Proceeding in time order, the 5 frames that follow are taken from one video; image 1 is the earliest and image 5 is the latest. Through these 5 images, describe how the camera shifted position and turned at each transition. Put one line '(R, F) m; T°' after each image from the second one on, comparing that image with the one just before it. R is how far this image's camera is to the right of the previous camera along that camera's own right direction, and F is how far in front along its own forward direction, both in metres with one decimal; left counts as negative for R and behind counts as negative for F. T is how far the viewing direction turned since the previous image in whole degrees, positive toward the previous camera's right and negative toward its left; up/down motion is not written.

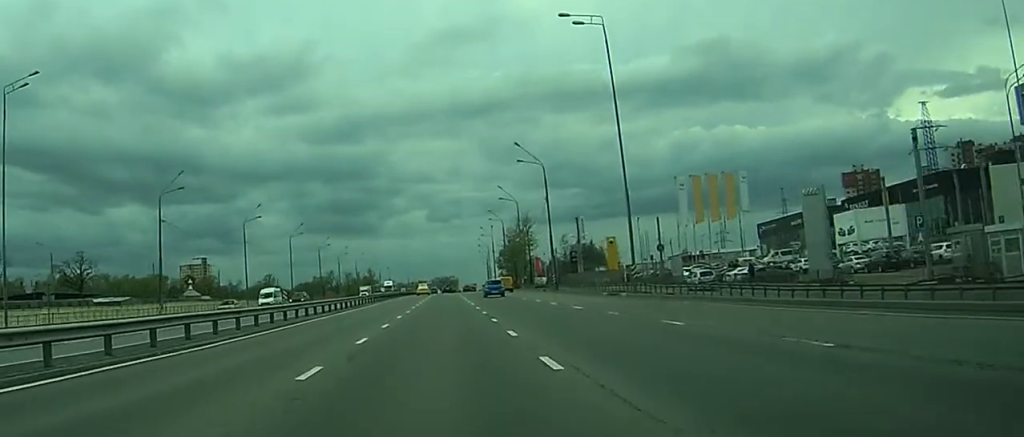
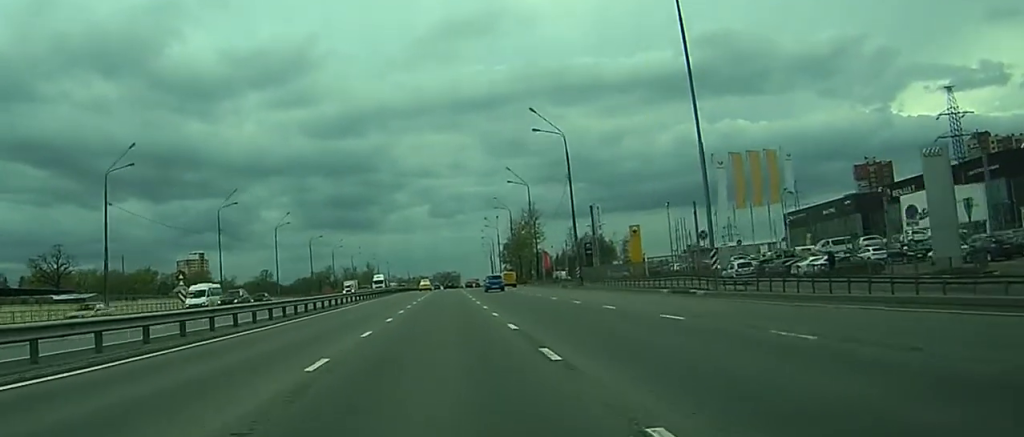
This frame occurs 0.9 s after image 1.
(0.0, +16.1) m; 0°
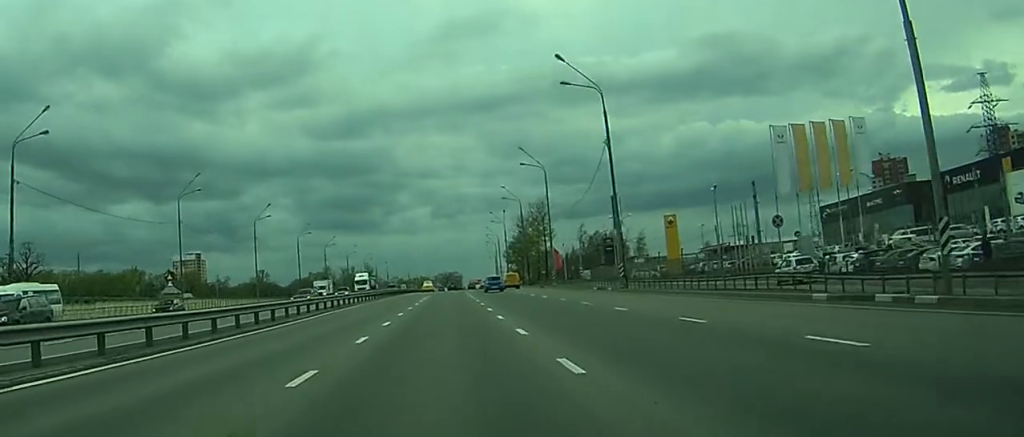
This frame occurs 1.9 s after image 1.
(0.0, +18.2) m; 0°
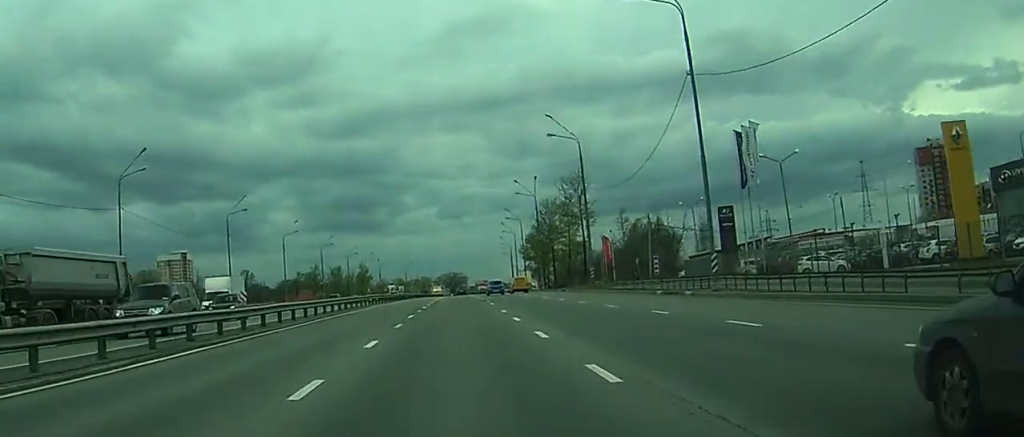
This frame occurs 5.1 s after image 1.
(-1.3, +58.7) m; -1°
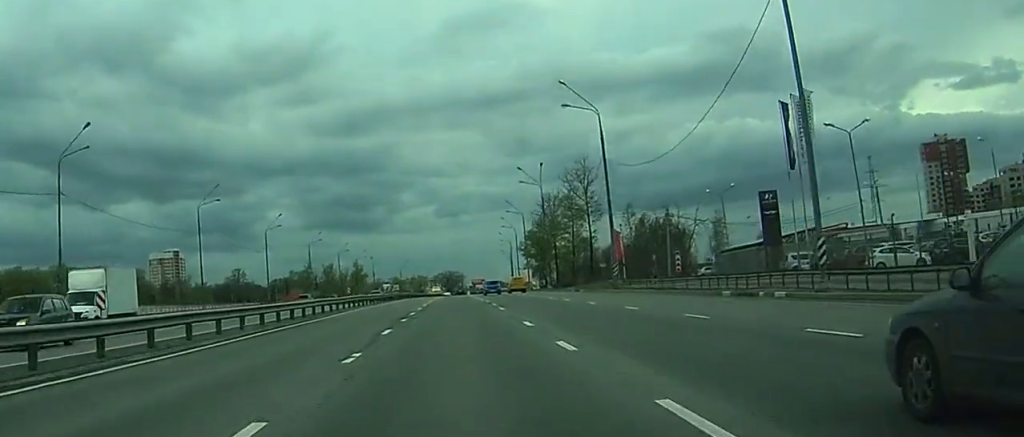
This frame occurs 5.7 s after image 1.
(+0.1, +12.3) m; 0°
